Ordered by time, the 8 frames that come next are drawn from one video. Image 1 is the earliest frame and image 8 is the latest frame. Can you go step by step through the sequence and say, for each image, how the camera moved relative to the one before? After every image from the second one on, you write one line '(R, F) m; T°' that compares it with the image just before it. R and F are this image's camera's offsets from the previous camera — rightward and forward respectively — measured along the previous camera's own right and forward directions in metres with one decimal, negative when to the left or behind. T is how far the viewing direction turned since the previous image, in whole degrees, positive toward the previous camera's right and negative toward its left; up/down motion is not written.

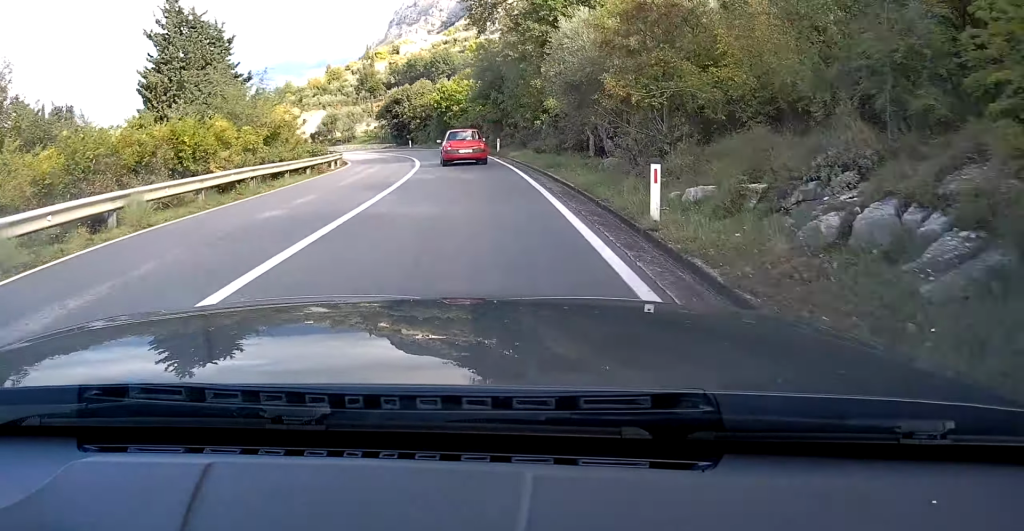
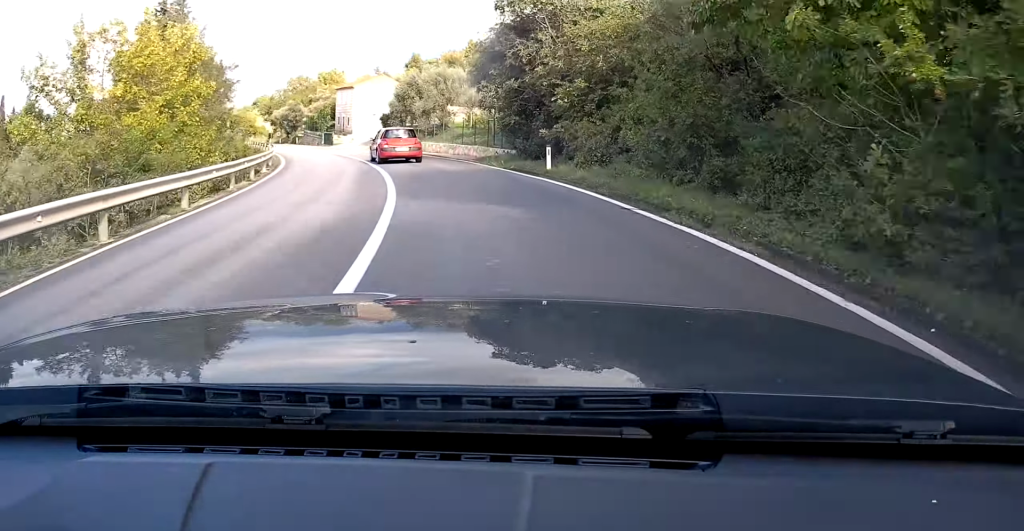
(-4.8, +47.8) m; -14°
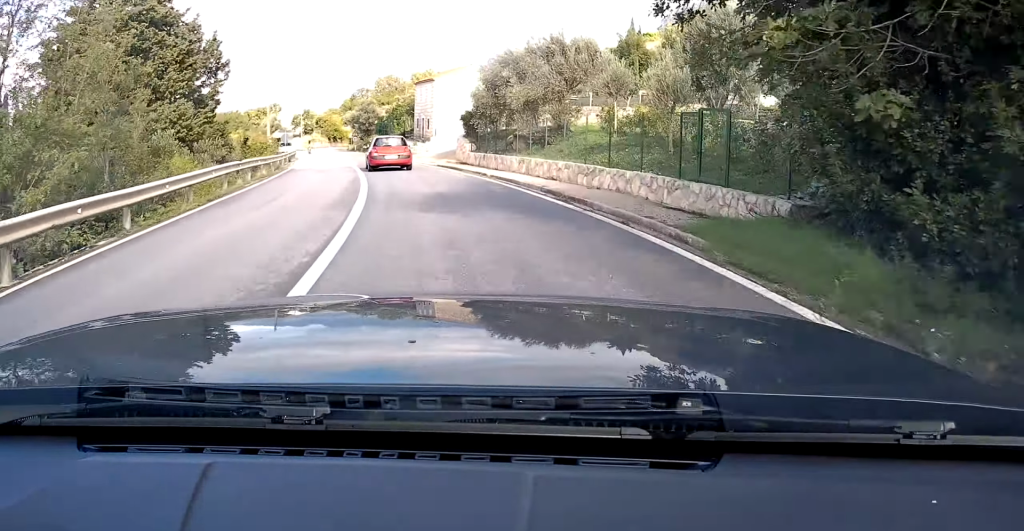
(-0.3, +19.7) m; -7°
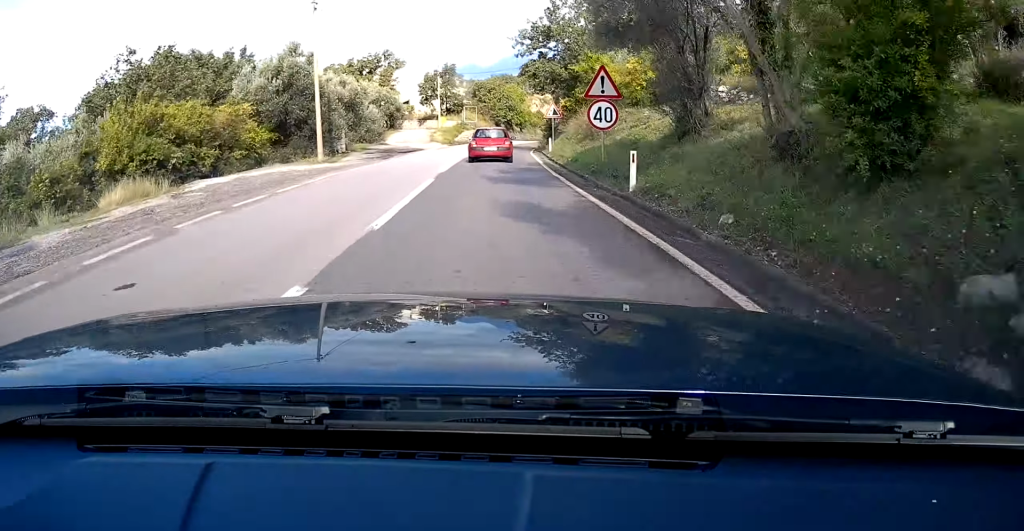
(-17.0, +82.0) m; -14°
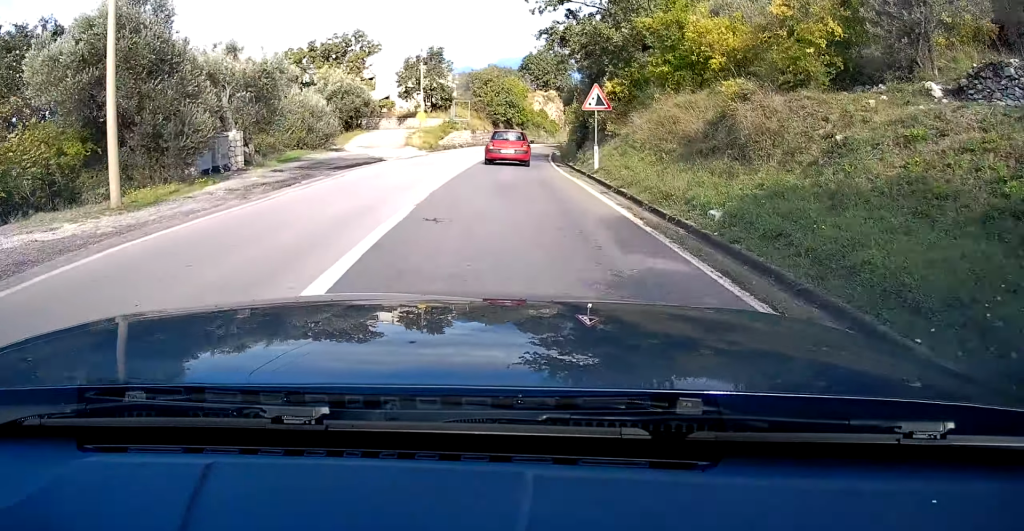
(-0.1, +16.8) m; +1°
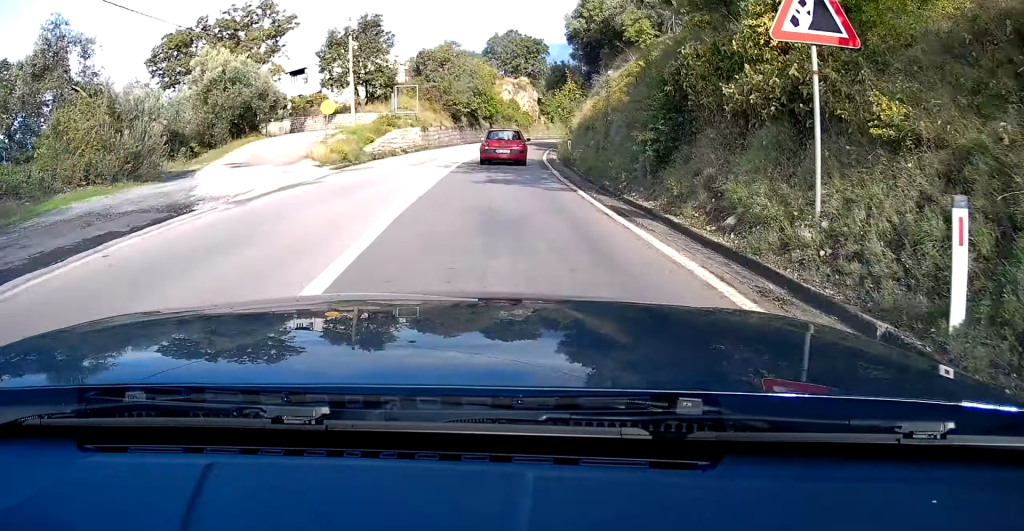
(+0.3, +17.7) m; +2°
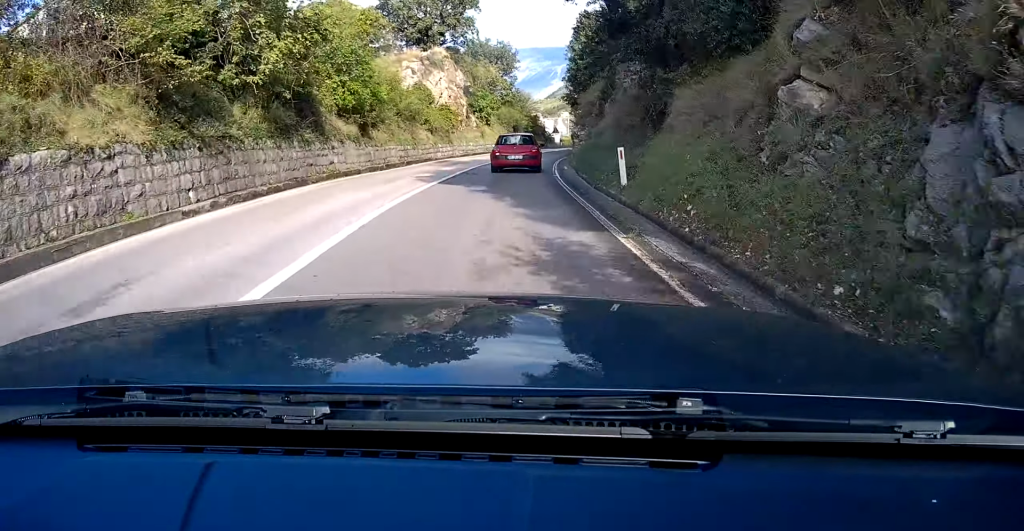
(+2.0, +39.8) m; +7°
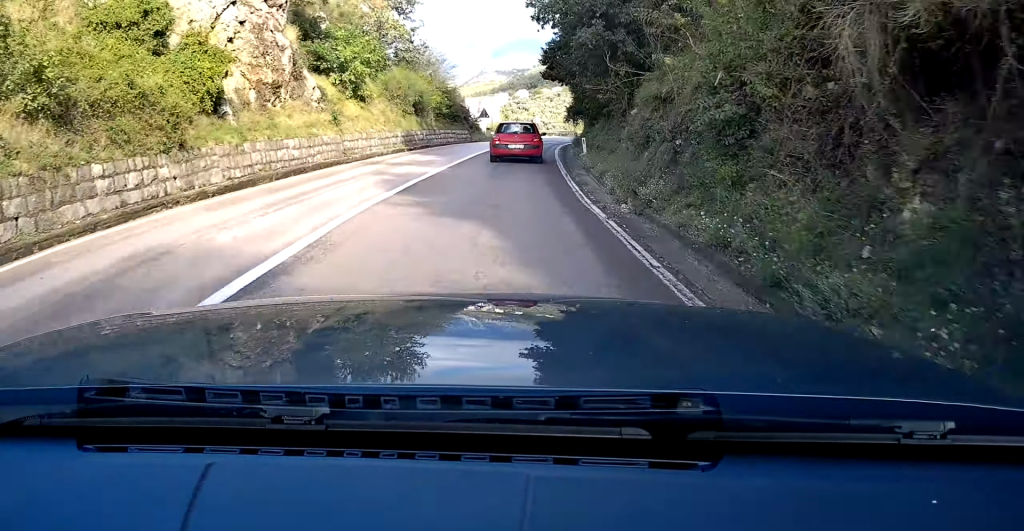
(+1.9, +32.5) m; +7°
